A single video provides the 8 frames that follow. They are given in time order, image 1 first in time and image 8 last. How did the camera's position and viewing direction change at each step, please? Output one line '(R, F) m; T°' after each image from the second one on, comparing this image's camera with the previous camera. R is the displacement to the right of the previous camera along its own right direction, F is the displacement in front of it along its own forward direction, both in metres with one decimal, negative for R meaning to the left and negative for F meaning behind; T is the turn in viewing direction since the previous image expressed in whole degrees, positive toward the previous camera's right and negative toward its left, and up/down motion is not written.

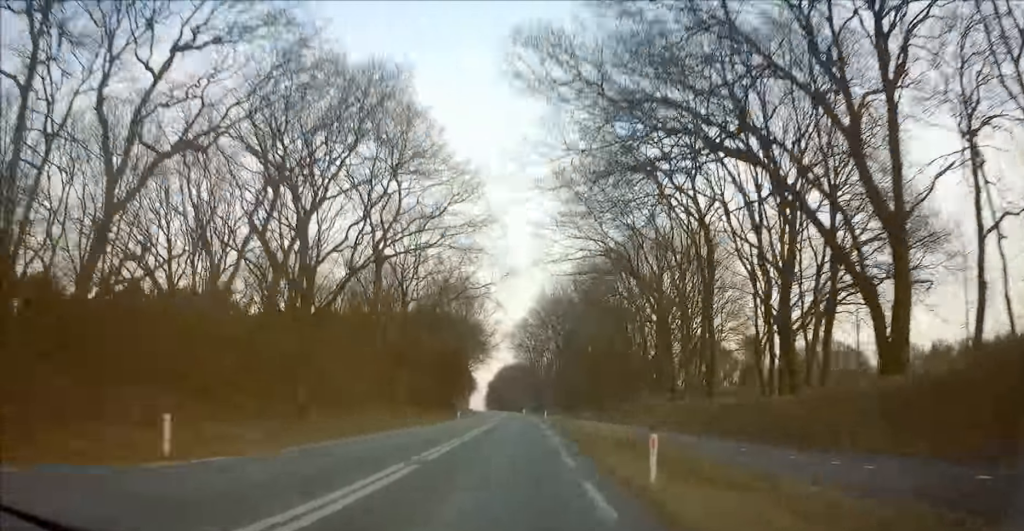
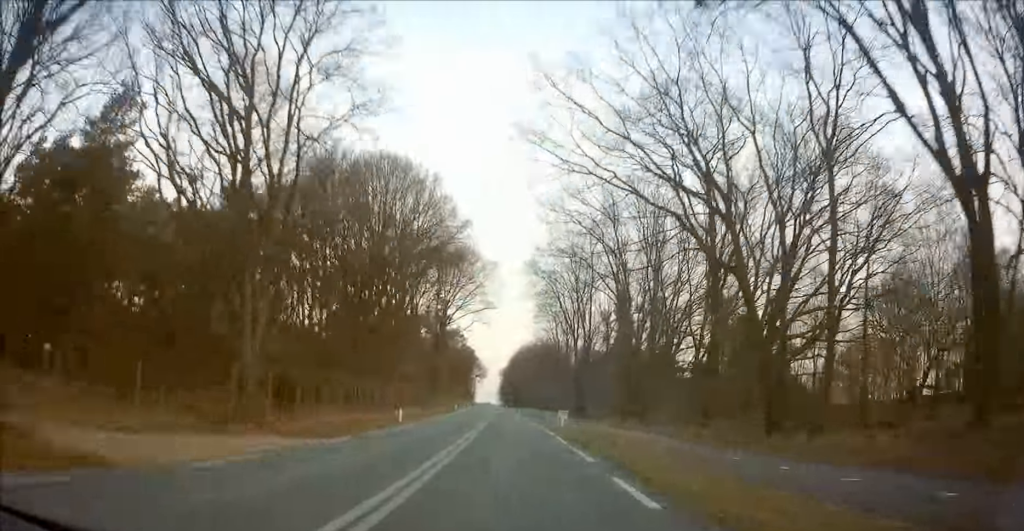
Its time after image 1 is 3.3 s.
(0.0, +76.8) m; -1°
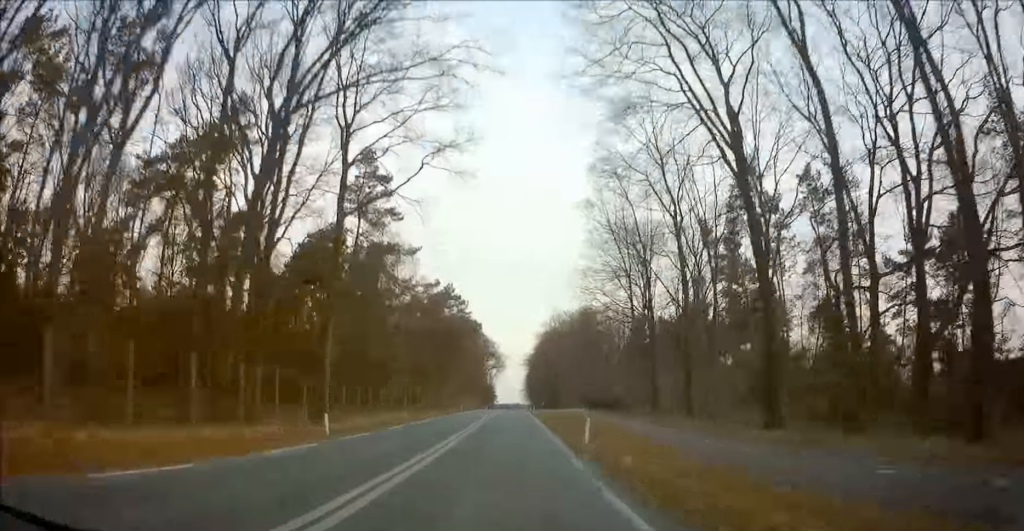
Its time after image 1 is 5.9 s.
(-1.6, +61.1) m; -2°
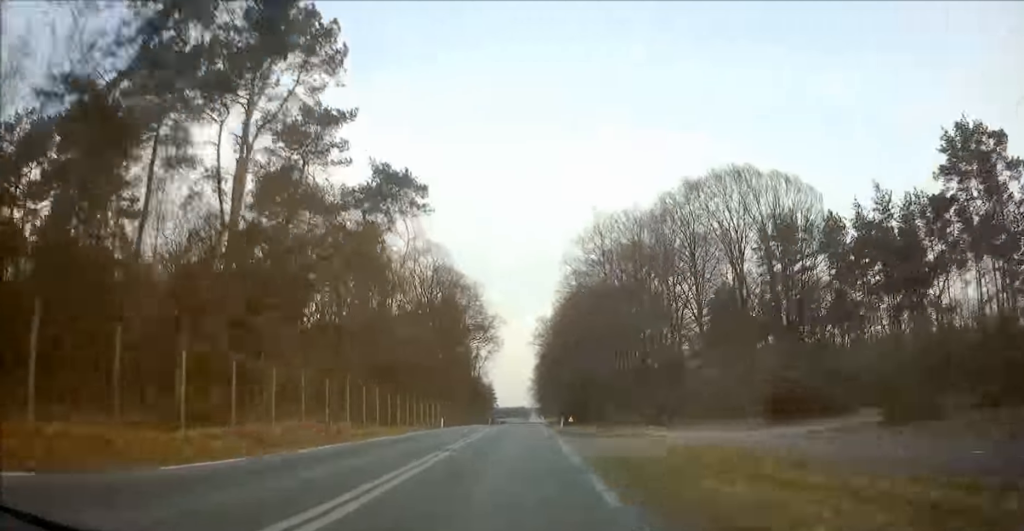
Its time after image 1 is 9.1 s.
(-0.9, +75.4) m; 0°
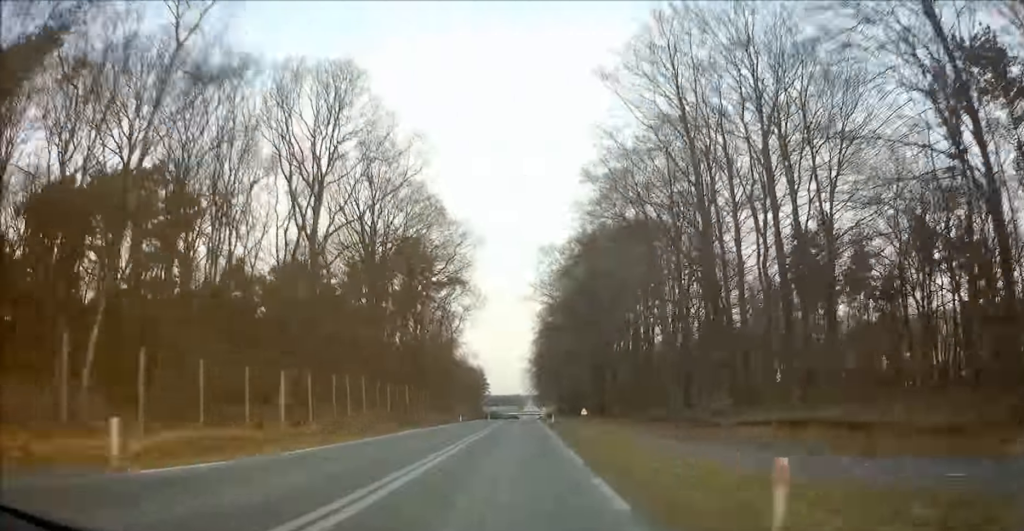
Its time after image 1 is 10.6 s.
(+0.2, +36.5) m; 0°
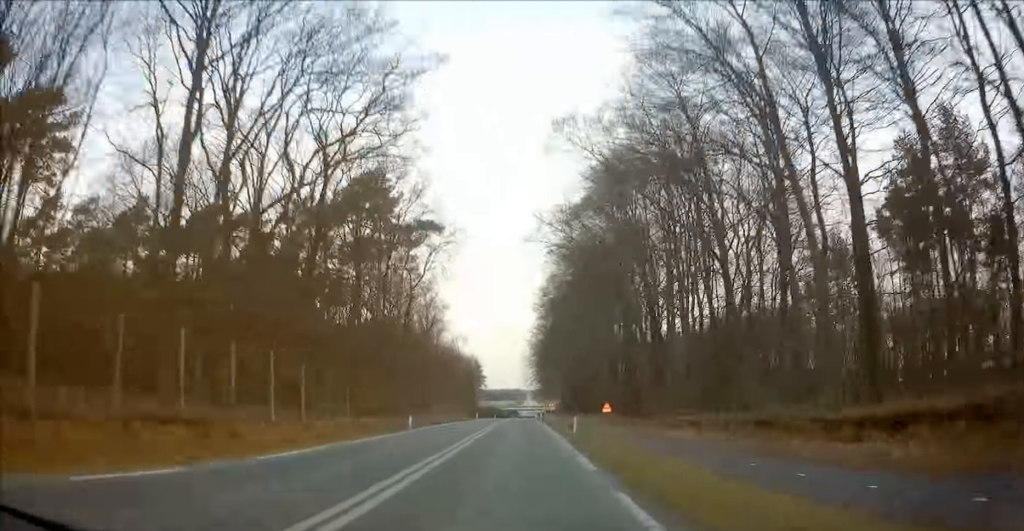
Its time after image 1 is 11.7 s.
(0.0, +25.5) m; 0°
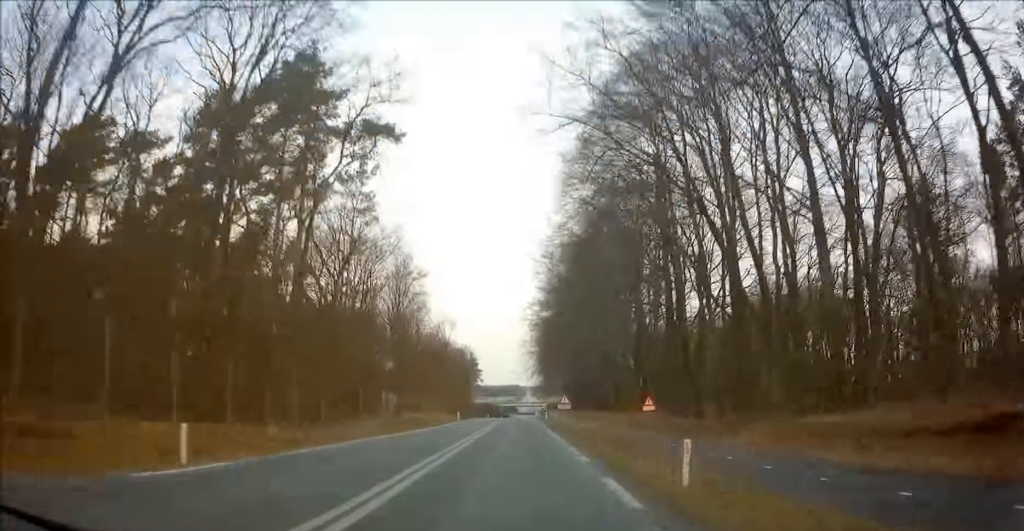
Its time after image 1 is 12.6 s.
(0.0, +22.4) m; 0°
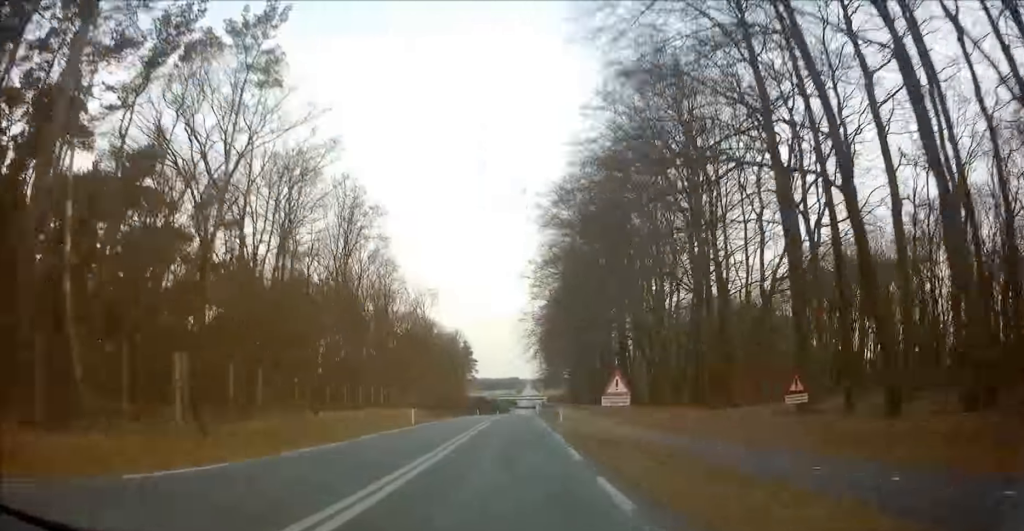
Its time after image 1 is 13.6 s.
(0.0, +24.0) m; 0°
